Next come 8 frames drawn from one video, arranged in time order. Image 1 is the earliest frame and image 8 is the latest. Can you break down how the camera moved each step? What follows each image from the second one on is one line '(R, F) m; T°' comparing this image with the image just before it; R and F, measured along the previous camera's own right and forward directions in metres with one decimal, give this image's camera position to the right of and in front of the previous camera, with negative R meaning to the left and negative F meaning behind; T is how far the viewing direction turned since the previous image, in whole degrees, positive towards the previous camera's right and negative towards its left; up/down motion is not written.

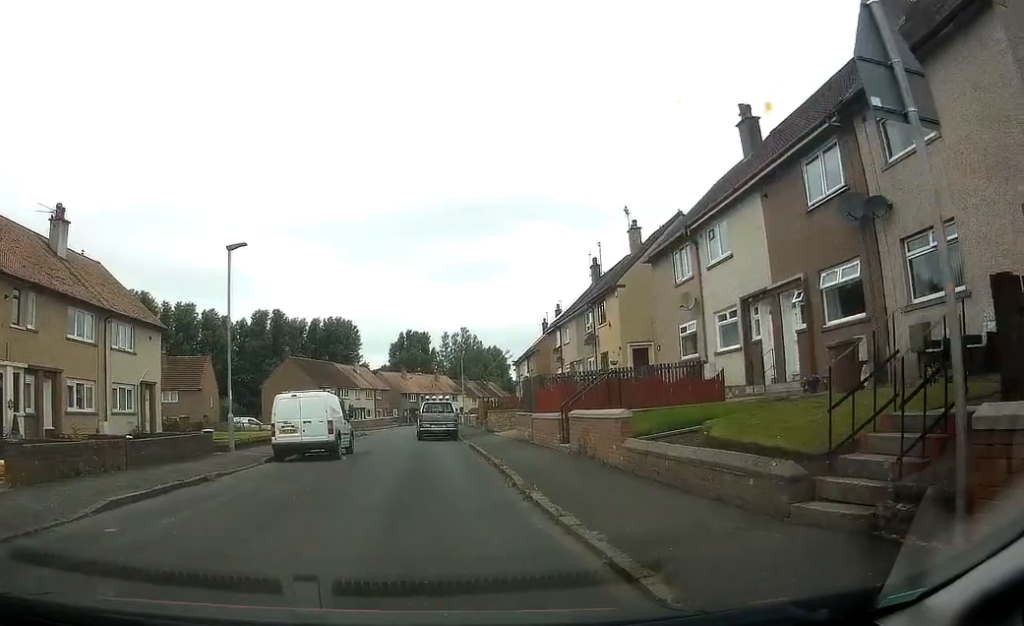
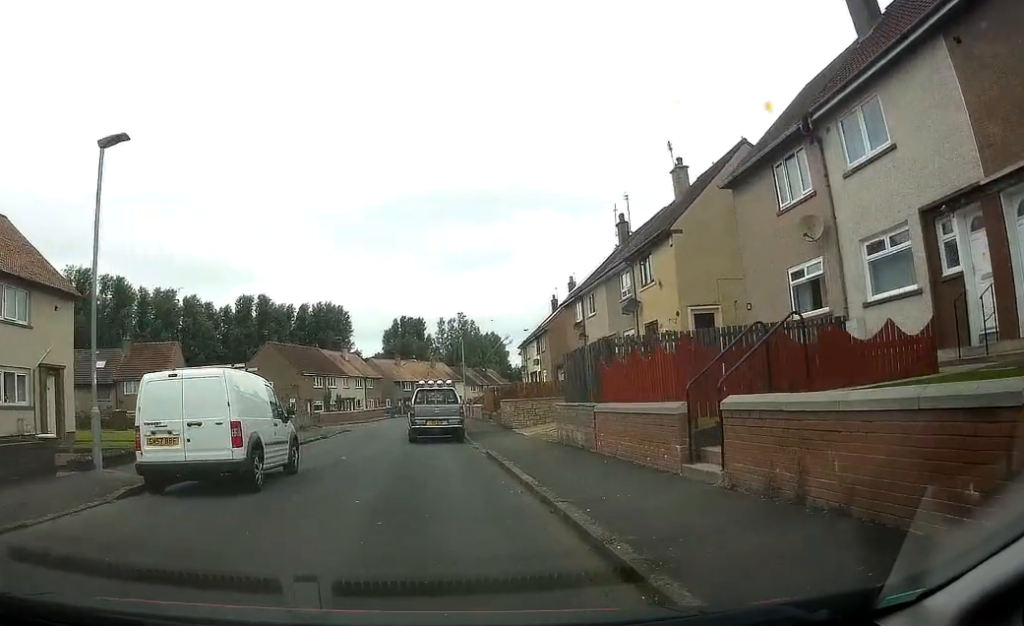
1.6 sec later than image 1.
(+0.5, +9.0) m; -2°
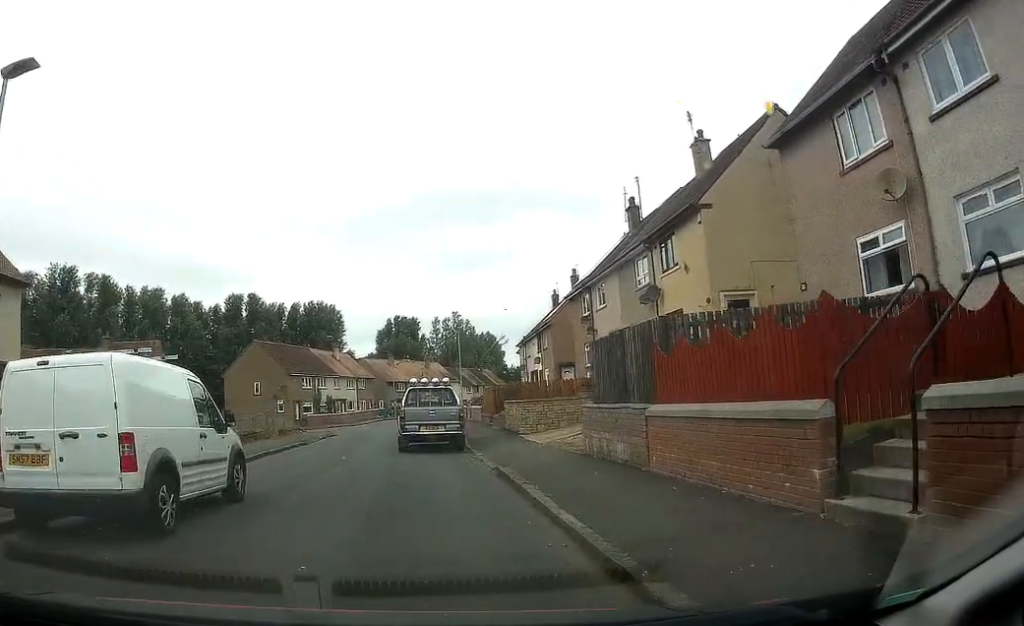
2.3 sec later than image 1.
(-0.4, +3.6) m; -2°
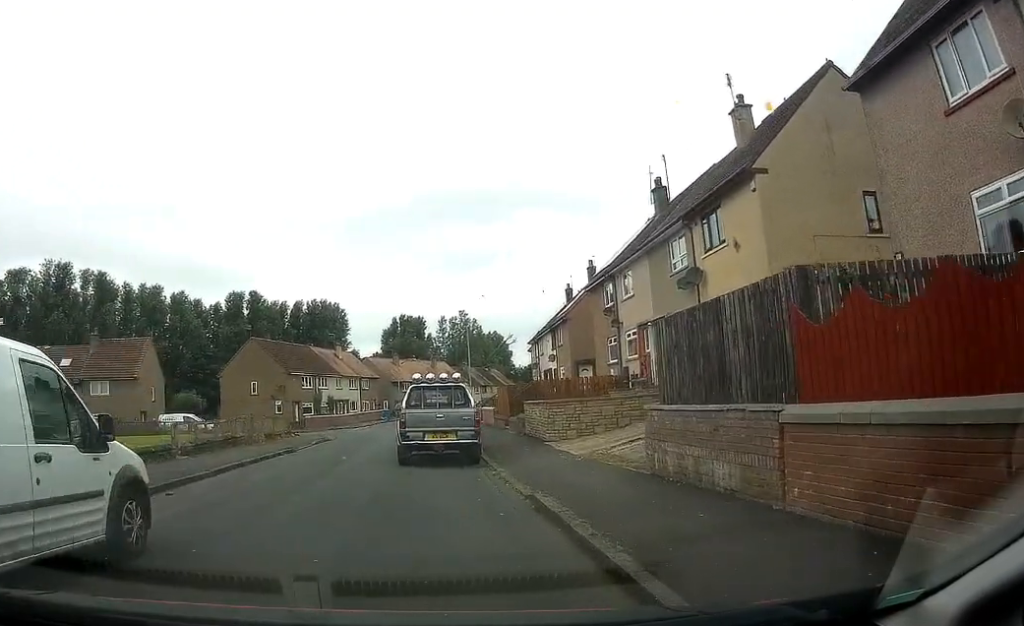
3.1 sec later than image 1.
(-0.1, +3.7) m; +1°
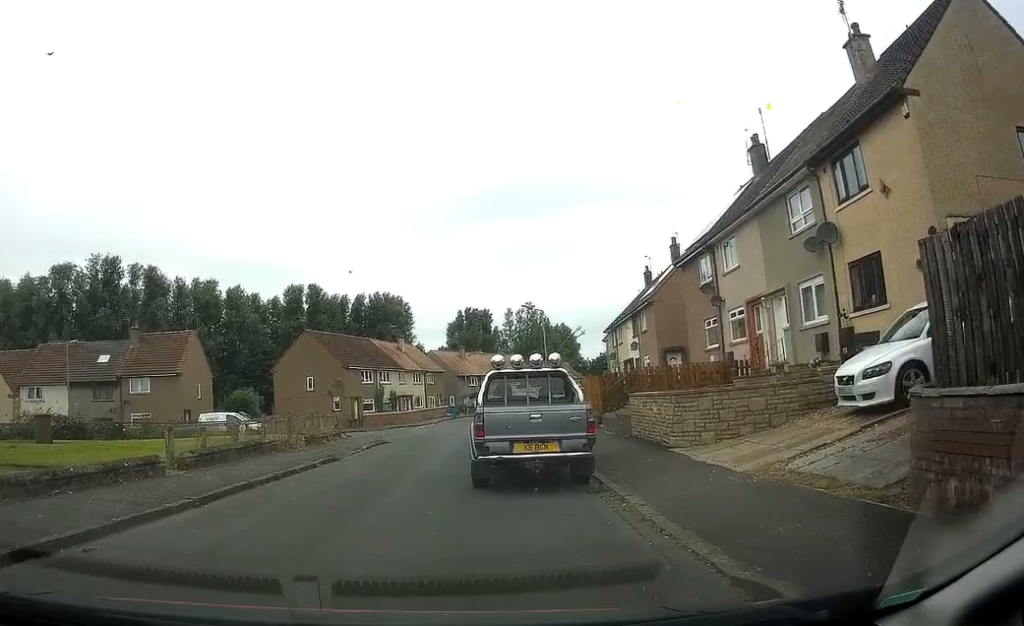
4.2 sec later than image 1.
(+0.4, +5.0) m; -2°
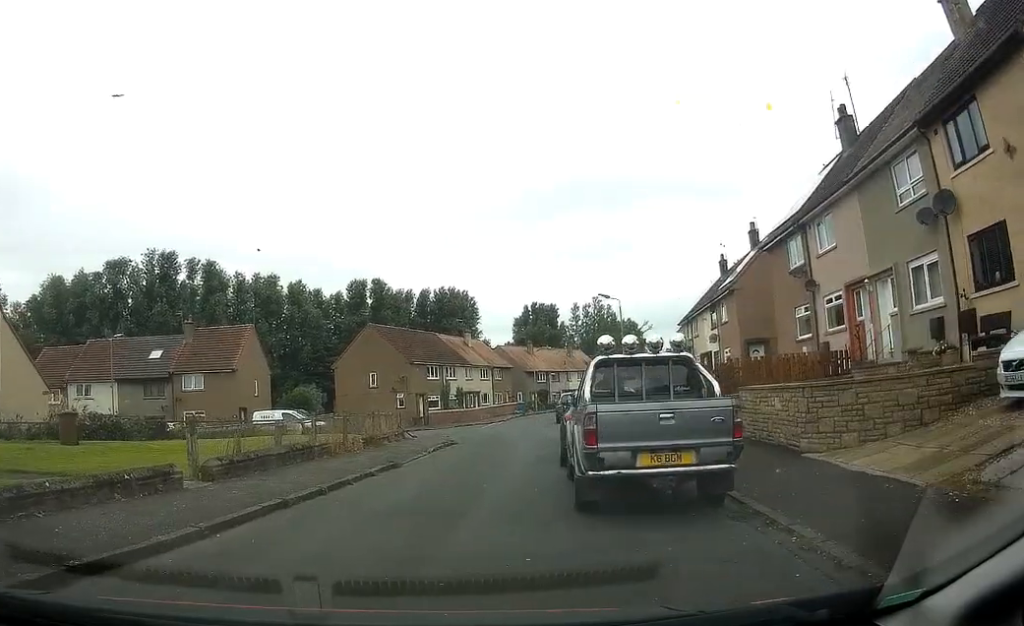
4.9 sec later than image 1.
(-0.1, +2.7) m; -6°
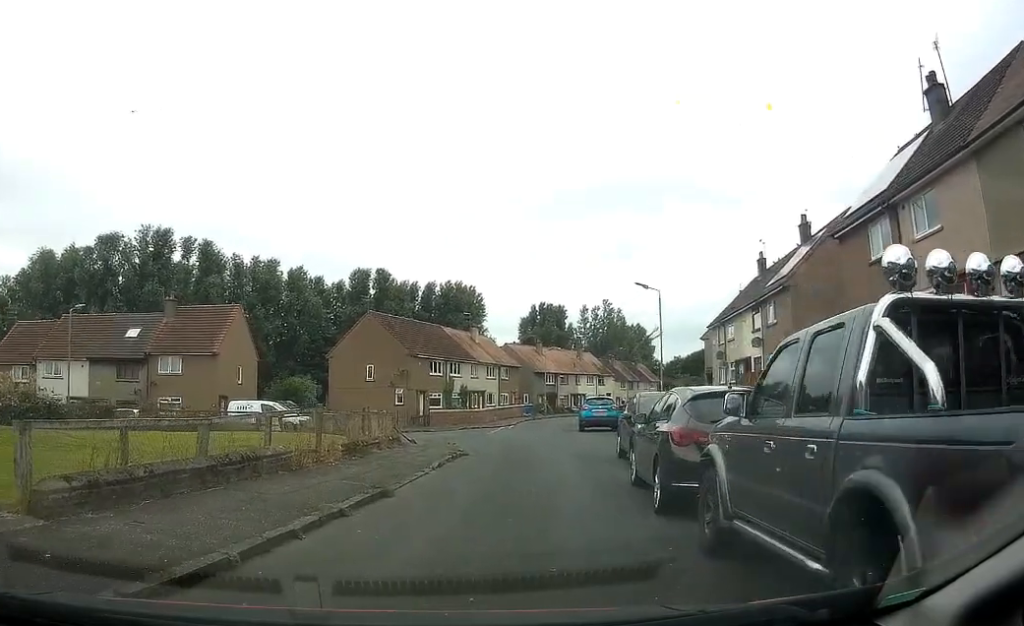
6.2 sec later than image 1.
(-0.2, +5.3) m; +3°
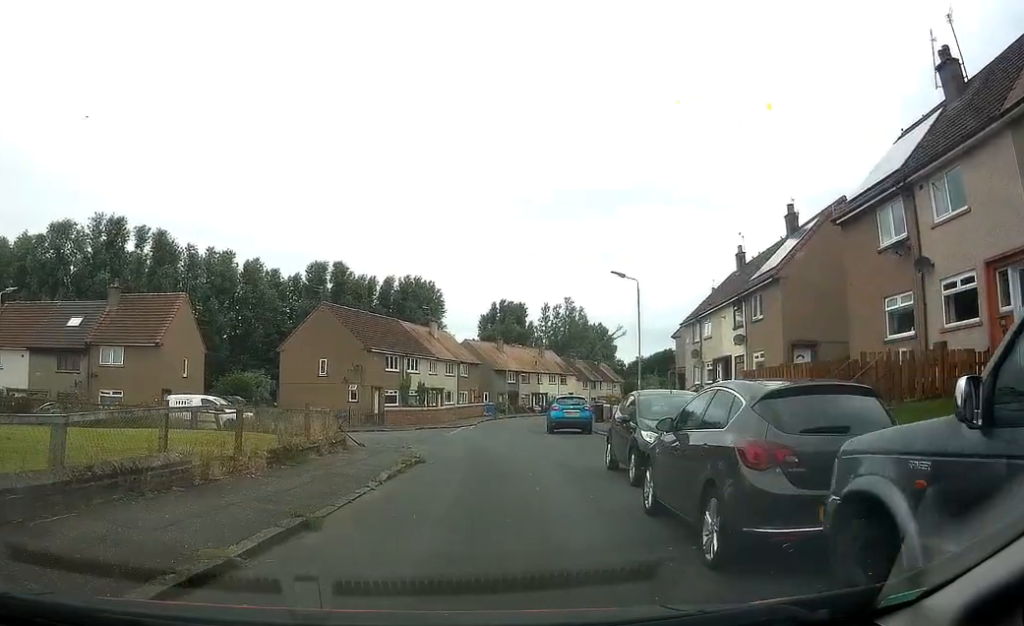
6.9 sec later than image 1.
(+0.2, +2.8) m; +3°
